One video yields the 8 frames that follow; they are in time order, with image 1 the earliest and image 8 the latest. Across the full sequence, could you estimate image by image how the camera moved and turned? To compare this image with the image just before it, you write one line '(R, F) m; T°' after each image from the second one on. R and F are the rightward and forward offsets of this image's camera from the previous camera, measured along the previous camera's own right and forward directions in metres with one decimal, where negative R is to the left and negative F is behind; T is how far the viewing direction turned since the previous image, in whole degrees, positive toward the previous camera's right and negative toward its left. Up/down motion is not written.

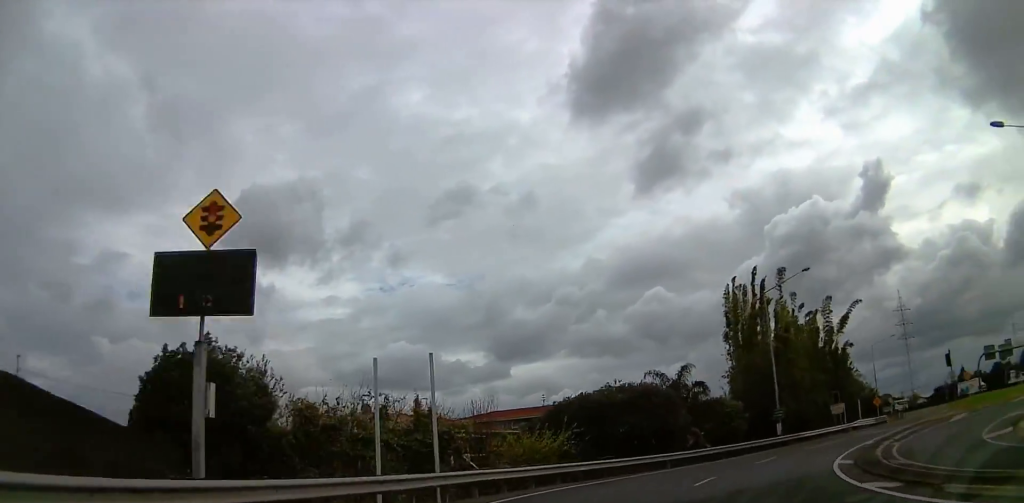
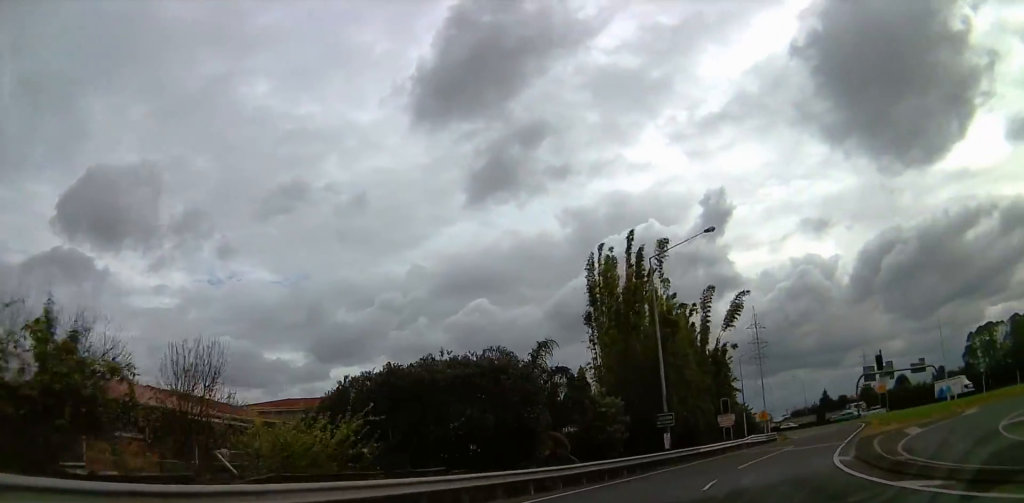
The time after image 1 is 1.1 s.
(+1.6, +12.5) m; +17°
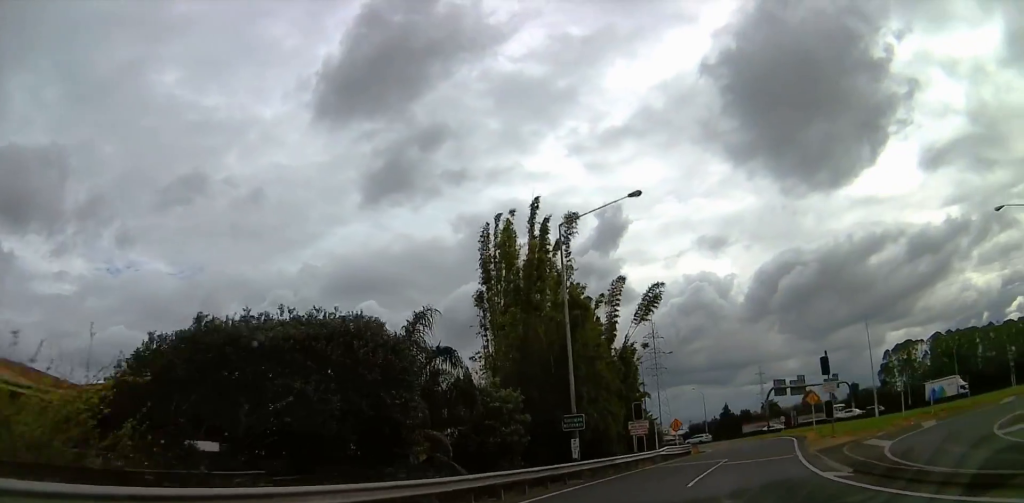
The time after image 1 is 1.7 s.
(+0.7, +6.6) m; +7°
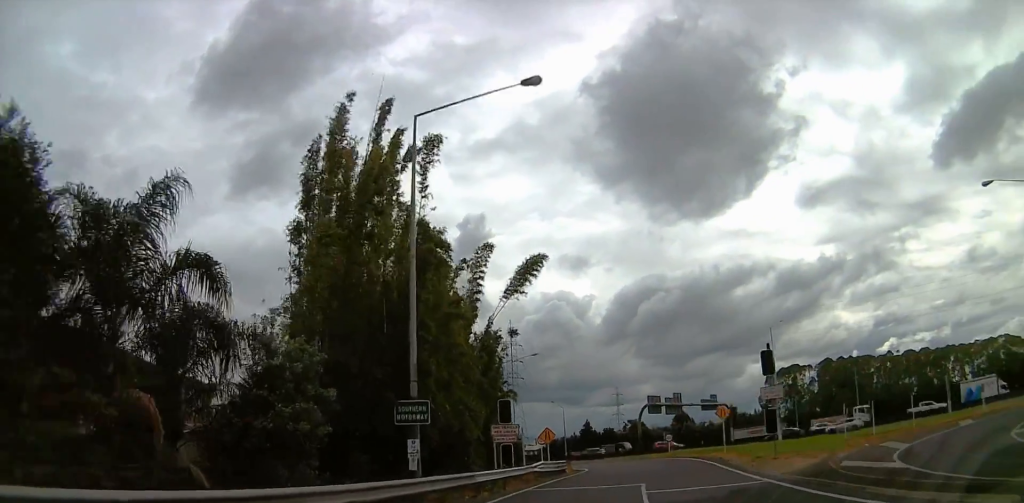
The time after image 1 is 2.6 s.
(+0.9, +10.4) m; +9°
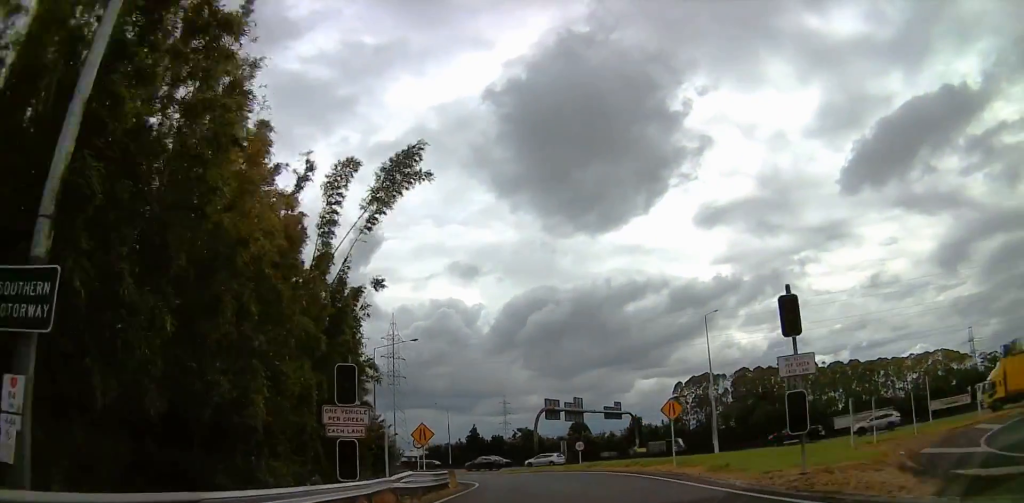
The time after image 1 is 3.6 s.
(+0.5, +10.5) m; +11°
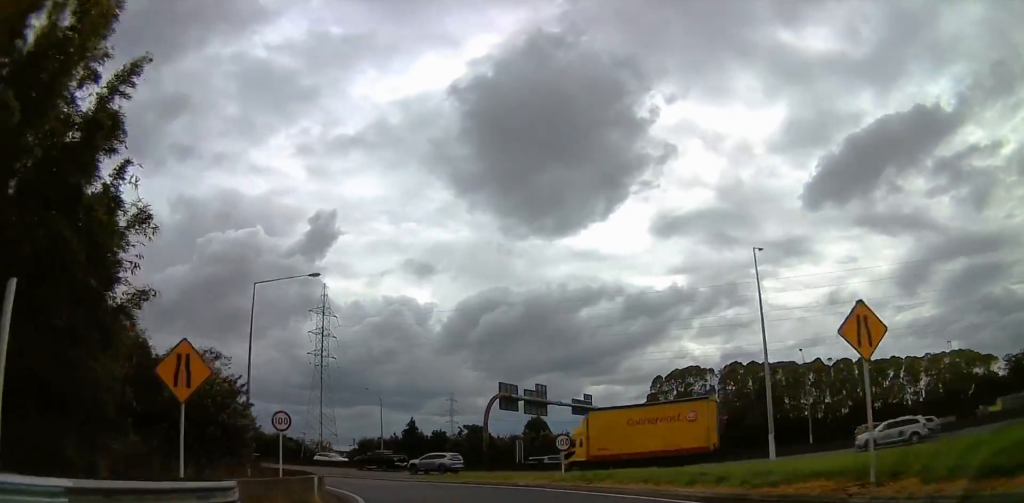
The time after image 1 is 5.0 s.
(+2.6, +18.1) m; +8°
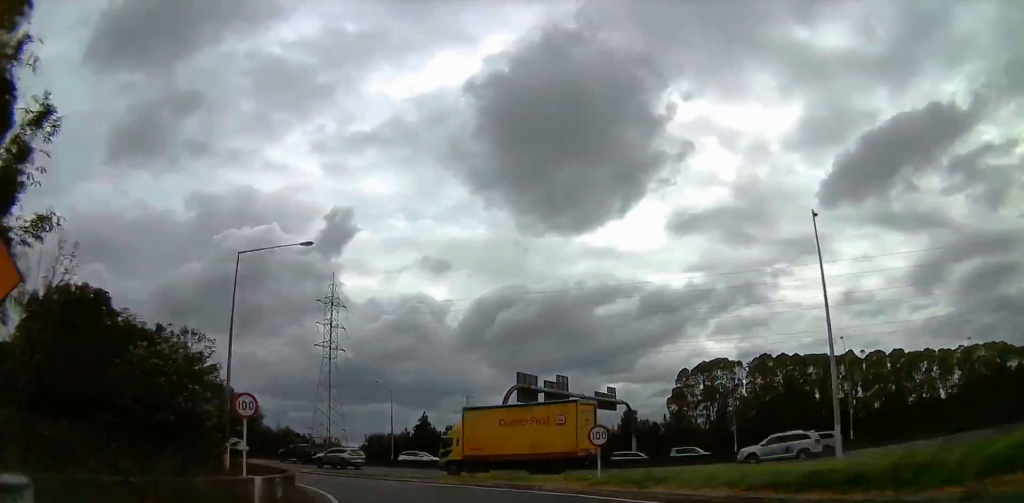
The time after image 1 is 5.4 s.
(0.0, +5.1) m; -1°
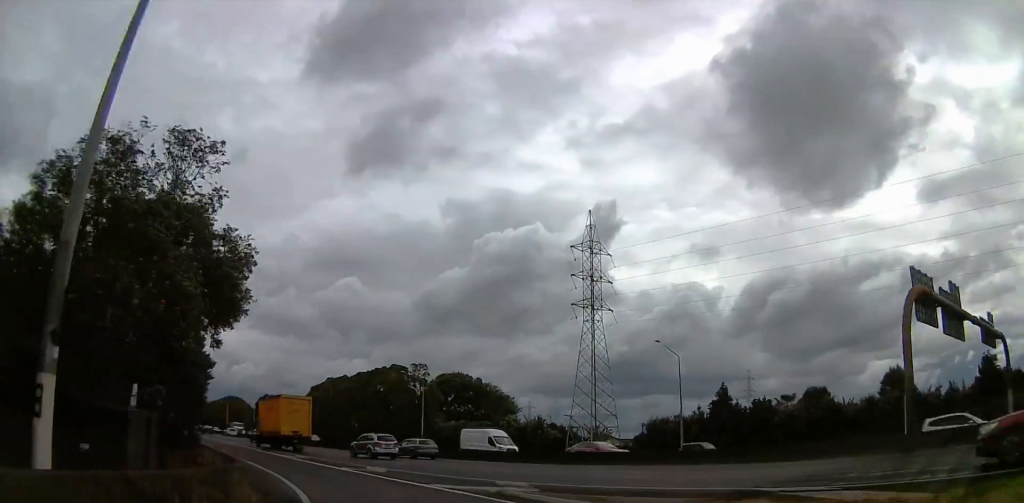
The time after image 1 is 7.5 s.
(-3.4, +25.7) m; -22°
